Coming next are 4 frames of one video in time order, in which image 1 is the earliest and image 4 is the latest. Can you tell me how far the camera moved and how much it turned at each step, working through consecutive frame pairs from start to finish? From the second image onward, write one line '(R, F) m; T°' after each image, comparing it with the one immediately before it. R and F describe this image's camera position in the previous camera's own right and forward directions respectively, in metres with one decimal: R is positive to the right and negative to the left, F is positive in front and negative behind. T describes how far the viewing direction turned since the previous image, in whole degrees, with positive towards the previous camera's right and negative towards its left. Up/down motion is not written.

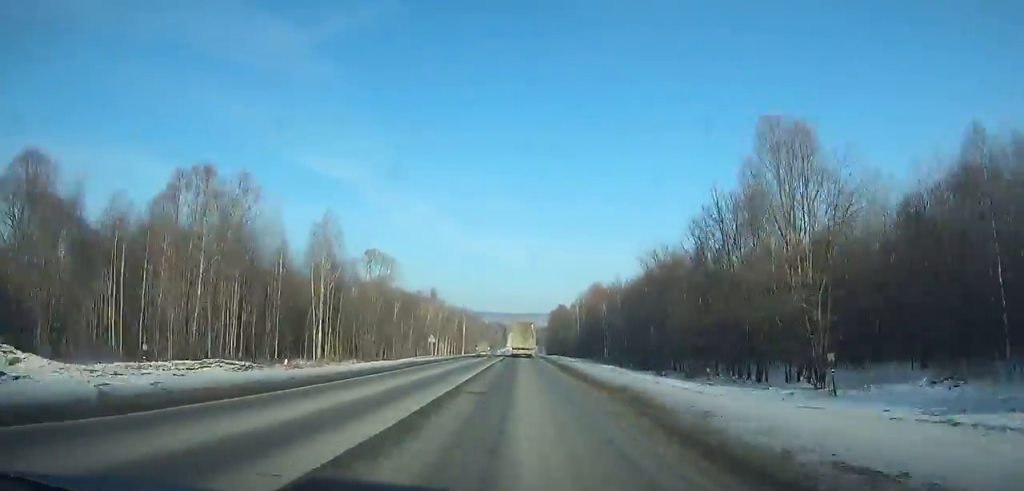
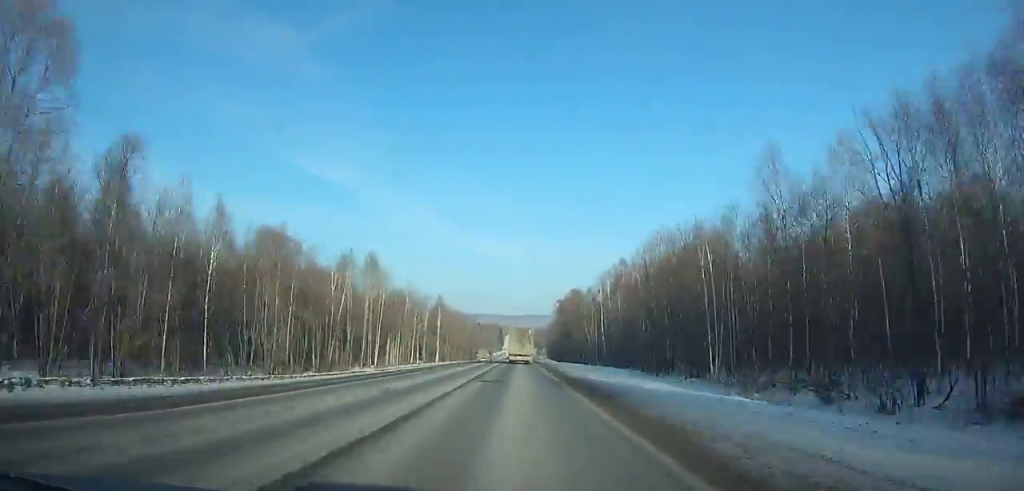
(+0.3, +54.4) m; 0°
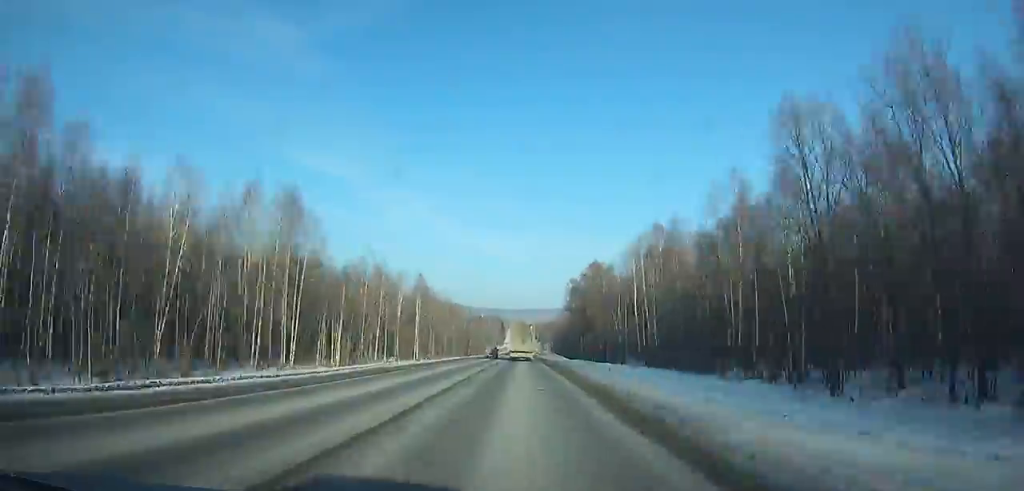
(-0.1, +31.4) m; 0°
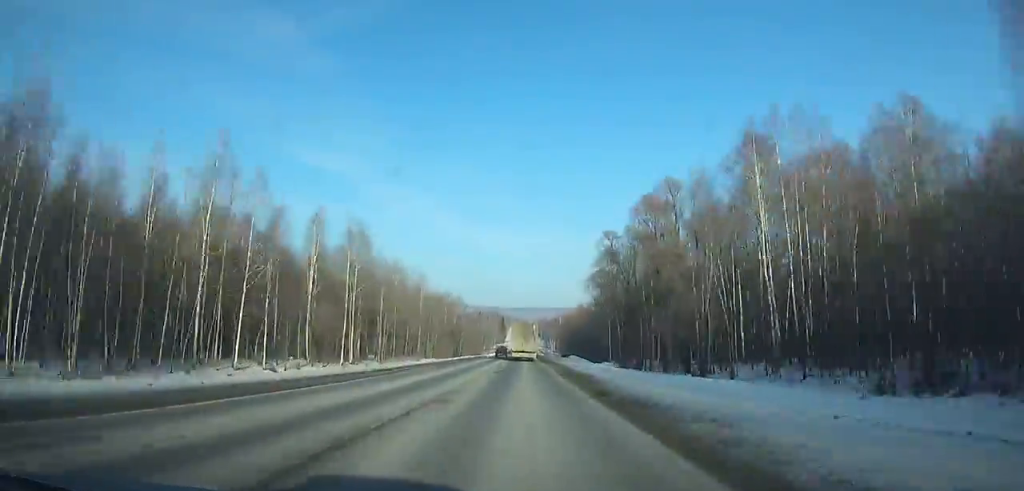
(-0.1, +44.0) m; 0°
